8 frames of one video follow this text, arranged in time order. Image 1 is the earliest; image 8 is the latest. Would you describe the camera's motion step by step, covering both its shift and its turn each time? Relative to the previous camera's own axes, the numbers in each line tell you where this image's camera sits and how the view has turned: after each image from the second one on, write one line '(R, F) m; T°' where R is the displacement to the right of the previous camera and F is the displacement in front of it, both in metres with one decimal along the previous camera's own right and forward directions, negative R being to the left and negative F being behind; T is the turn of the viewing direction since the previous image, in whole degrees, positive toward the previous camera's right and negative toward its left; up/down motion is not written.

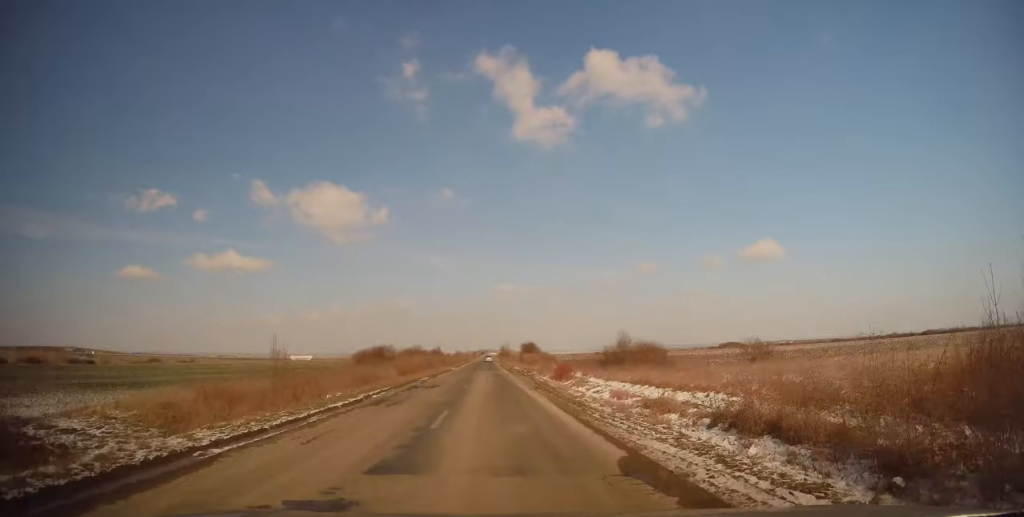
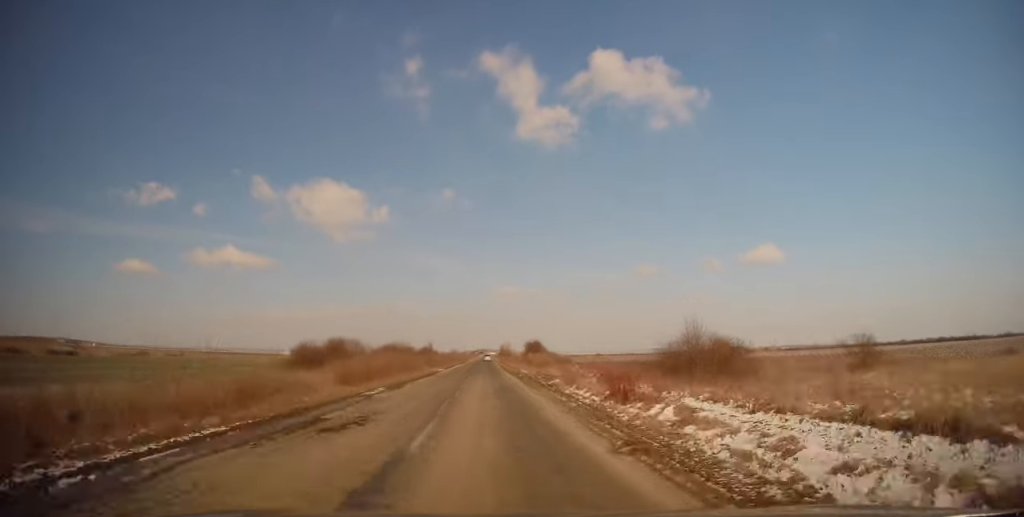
(0.0, +14.6) m; 0°
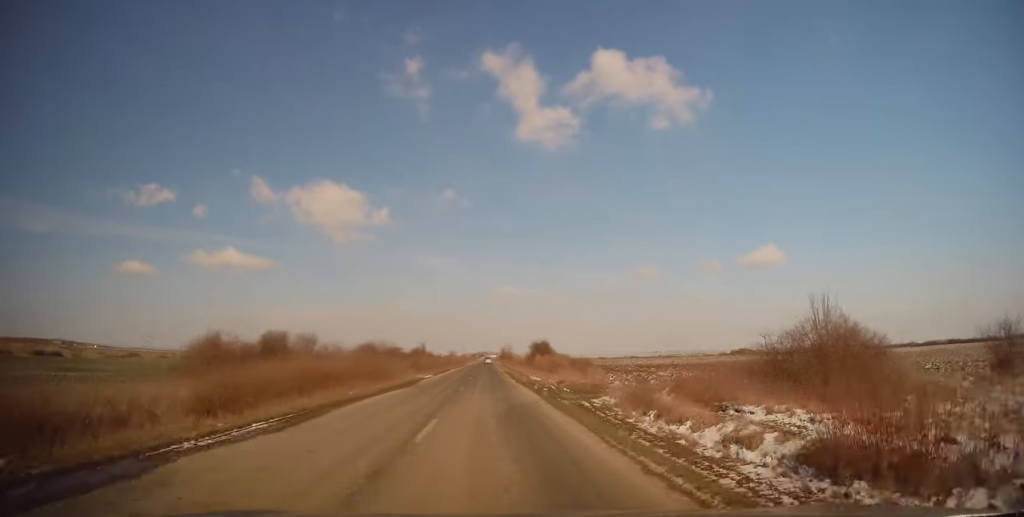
(+0.2, +11.4) m; 0°
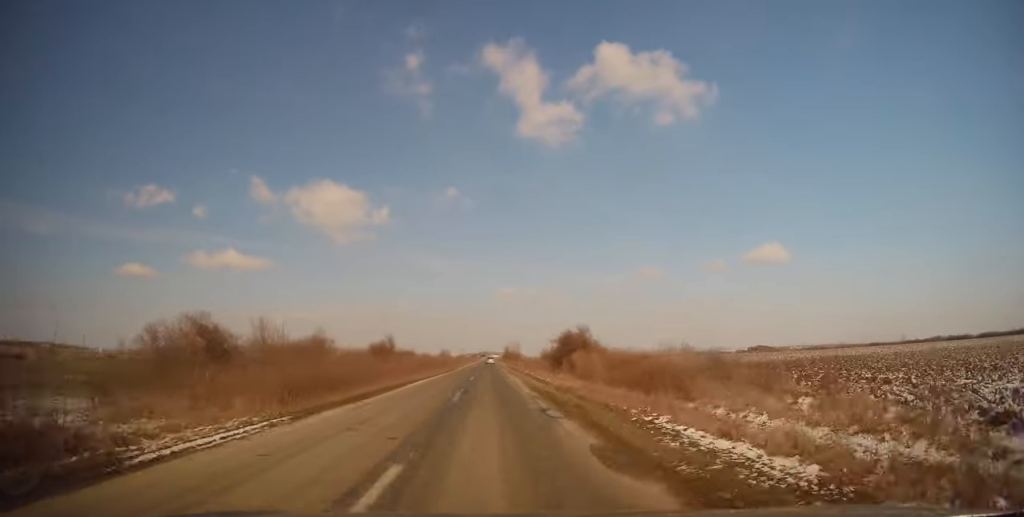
(-0.4, +30.3) m; 0°
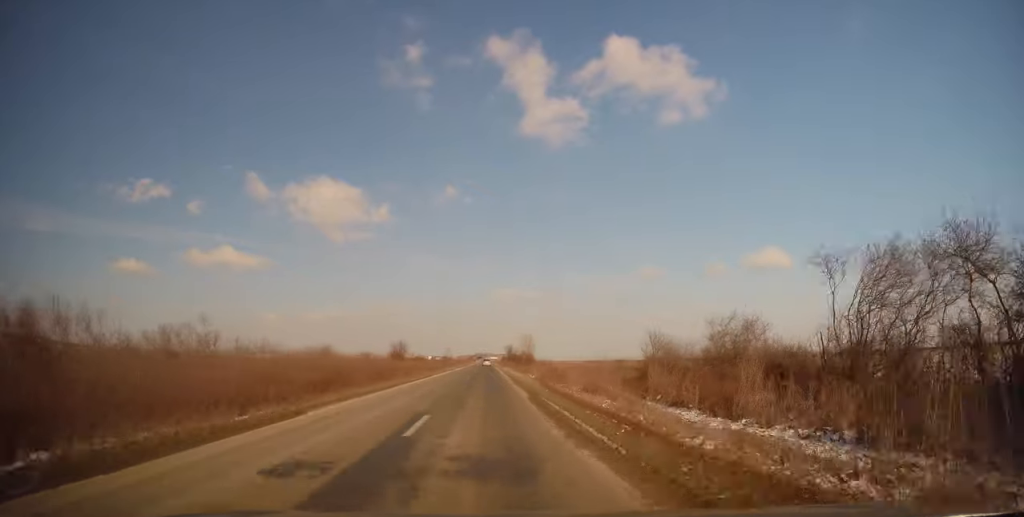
(+0.5, +56.6) m; 0°
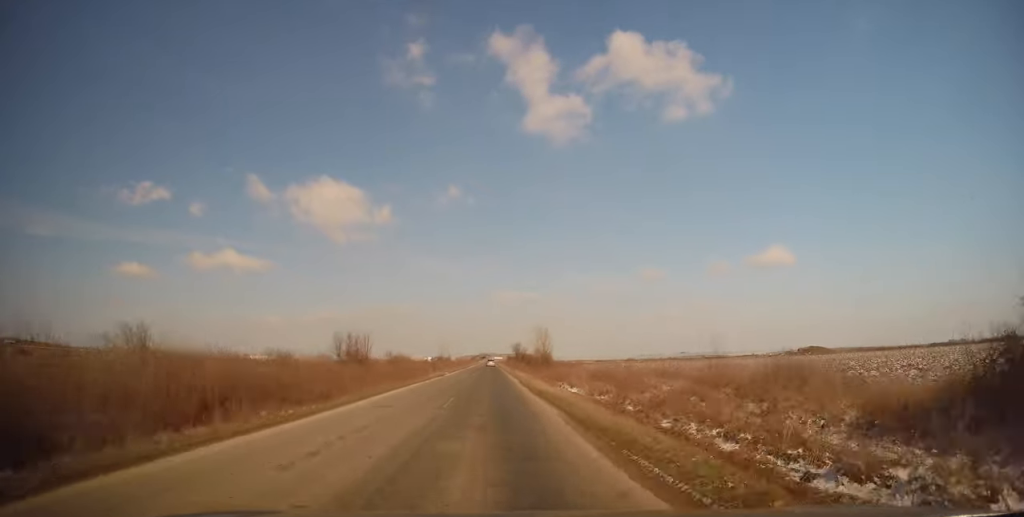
(0.0, +21.9) m; 0°
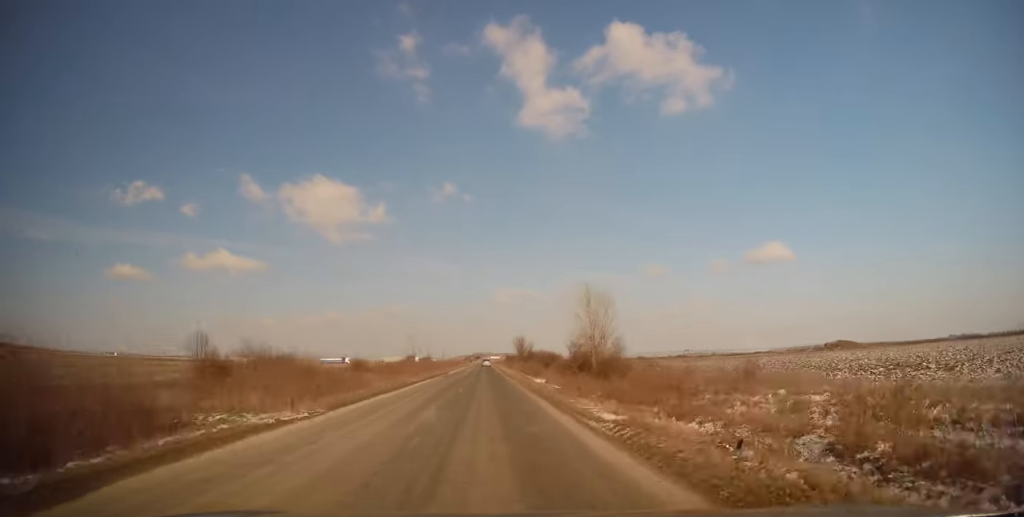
(0.0, +39.5) m; 0°
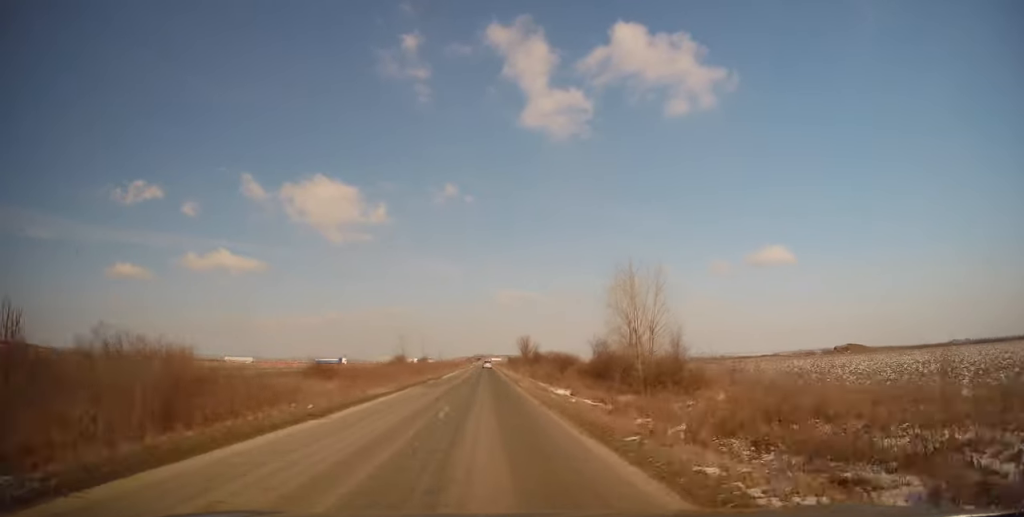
(-0.1, +10.0) m; 0°
